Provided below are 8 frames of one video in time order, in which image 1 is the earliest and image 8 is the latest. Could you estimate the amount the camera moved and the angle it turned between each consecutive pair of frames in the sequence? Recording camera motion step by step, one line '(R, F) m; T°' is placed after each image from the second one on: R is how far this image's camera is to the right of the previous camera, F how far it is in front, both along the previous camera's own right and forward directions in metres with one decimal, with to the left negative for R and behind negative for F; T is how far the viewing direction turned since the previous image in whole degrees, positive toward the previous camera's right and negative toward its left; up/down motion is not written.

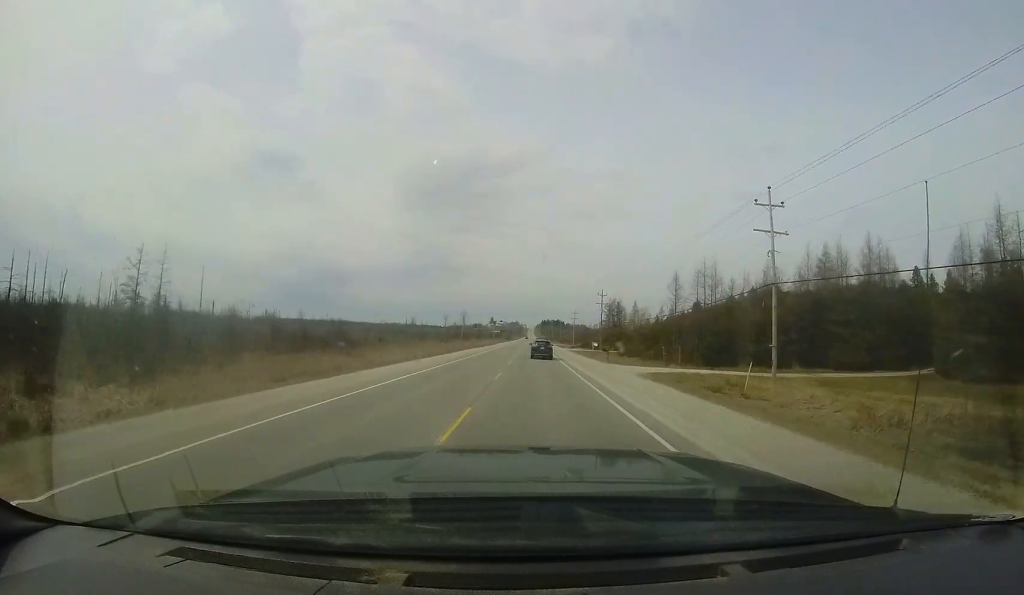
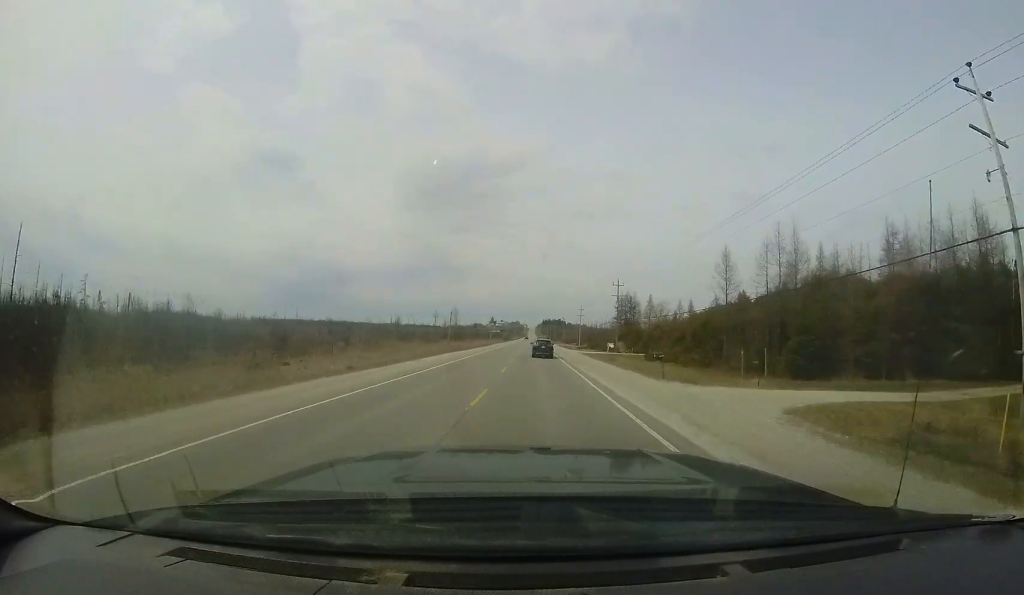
(+0.1, +14.6) m; 0°
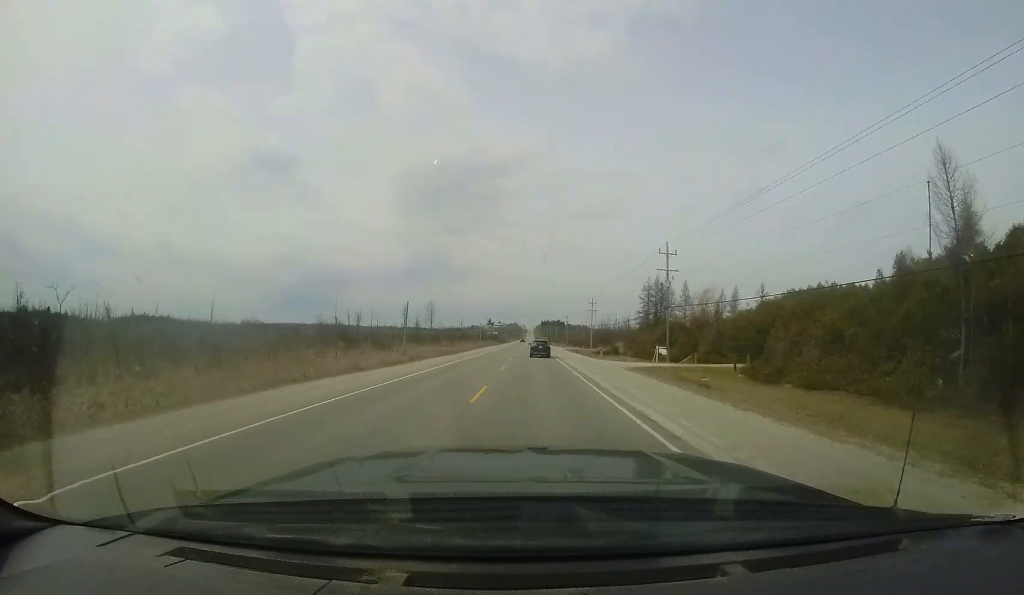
(-0.2, +25.7) m; 0°
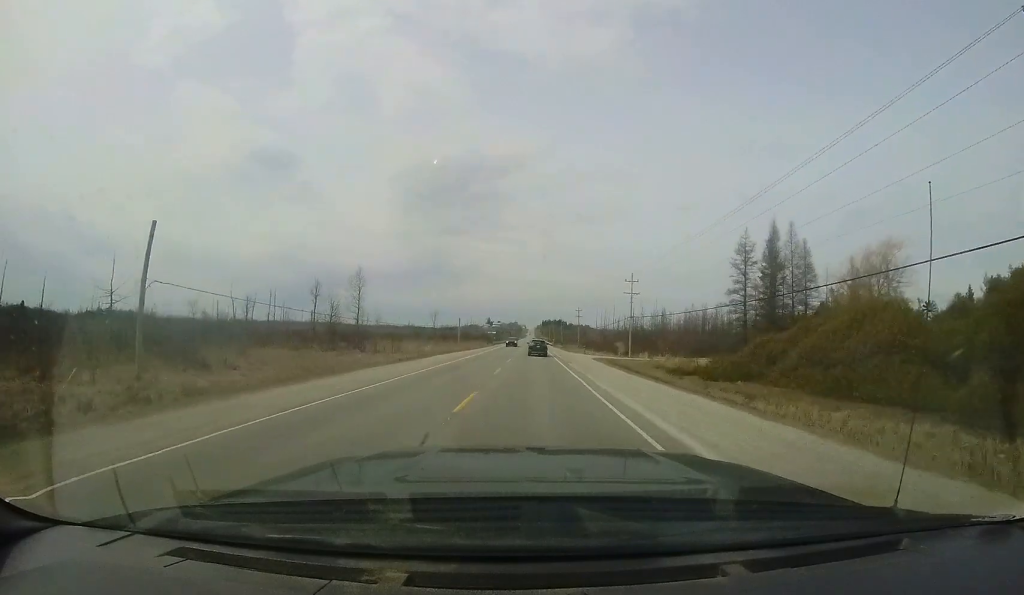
(+0.3, +37.0) m; +1°
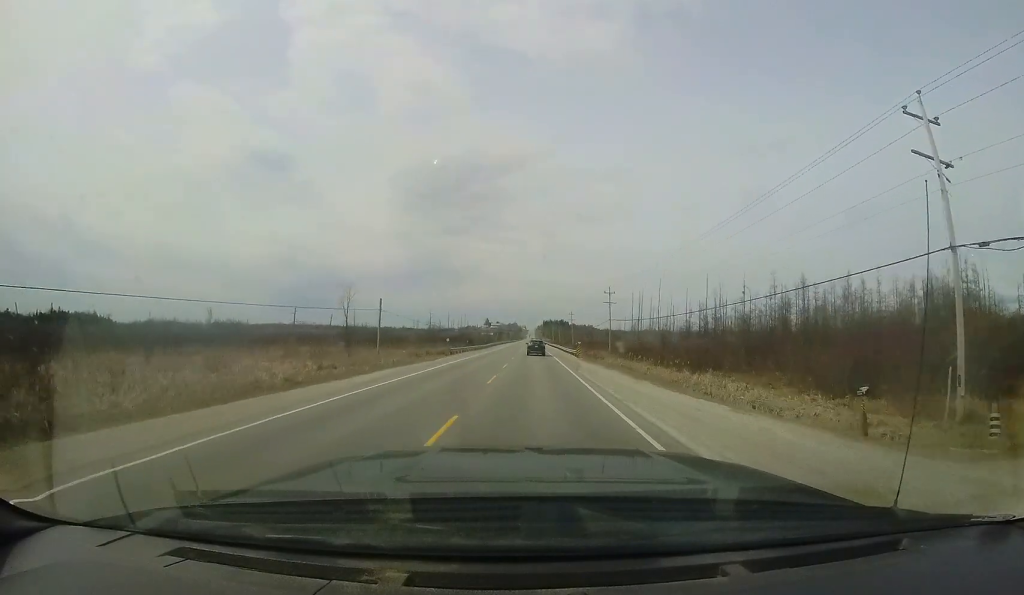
(+0.2, +46.6) m; +1°
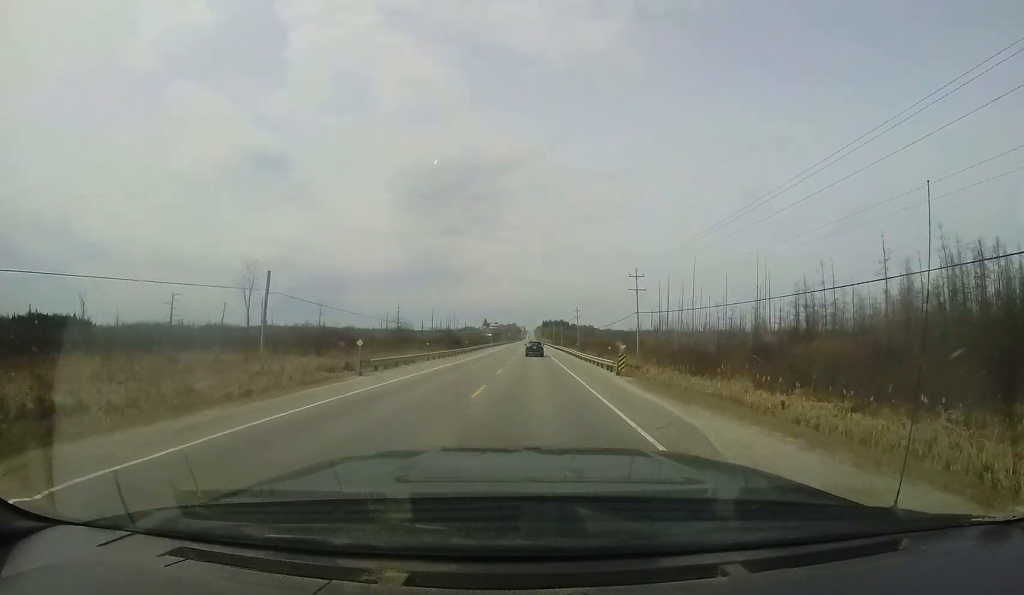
(+0.1, +19.1) m; 0°
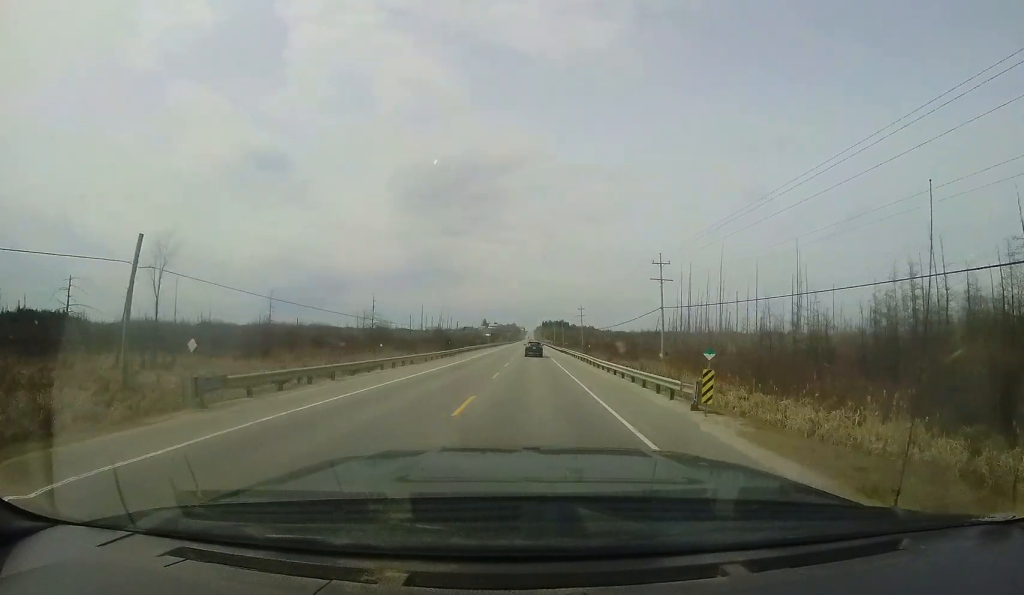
(+0.2, +10.0) m; 0°
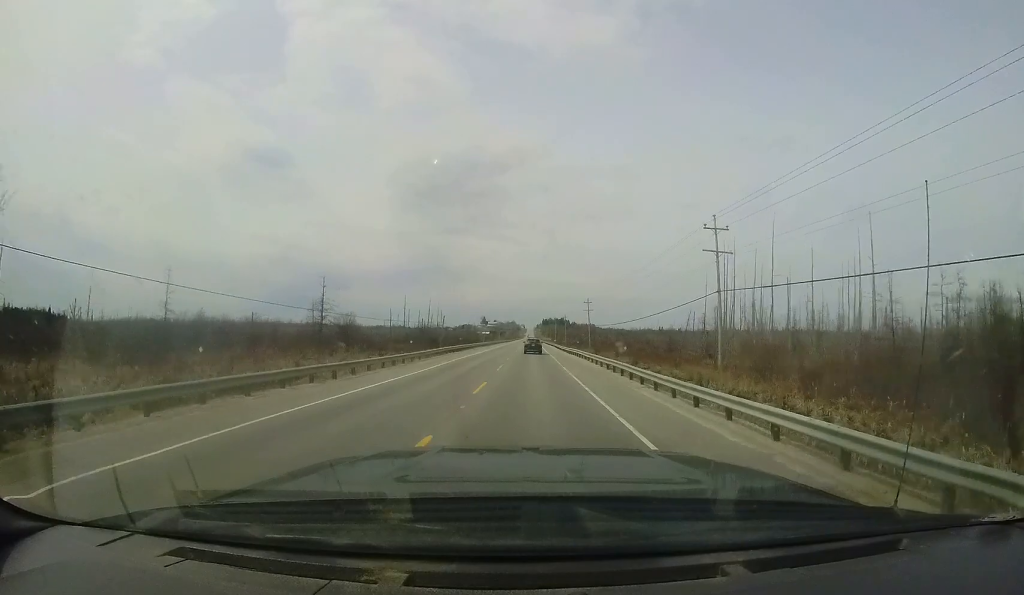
(-0.2, +13.1) m; -1°
